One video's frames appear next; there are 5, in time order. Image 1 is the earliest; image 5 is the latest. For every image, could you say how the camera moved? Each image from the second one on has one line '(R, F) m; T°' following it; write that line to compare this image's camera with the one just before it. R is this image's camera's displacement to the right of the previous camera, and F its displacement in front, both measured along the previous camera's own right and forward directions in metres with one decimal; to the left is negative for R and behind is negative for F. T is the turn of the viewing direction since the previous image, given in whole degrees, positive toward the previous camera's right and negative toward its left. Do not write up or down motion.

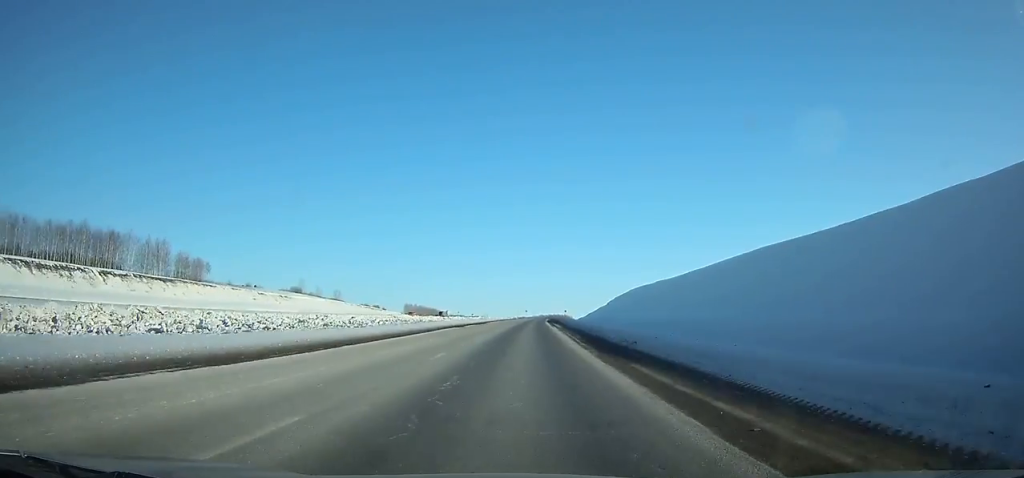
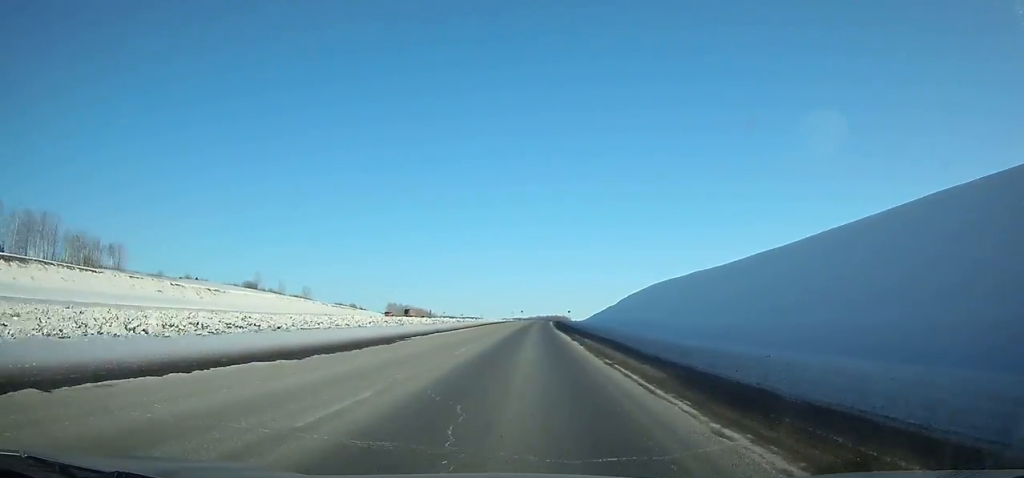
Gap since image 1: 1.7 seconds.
(0.0, +48.3) m; 0°
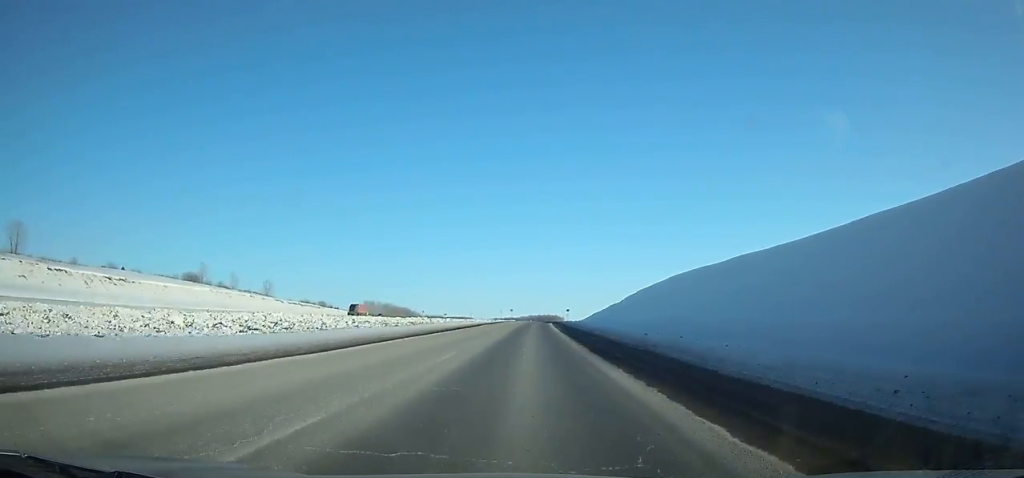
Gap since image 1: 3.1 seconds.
(+0.2, +39.4) m; 0°
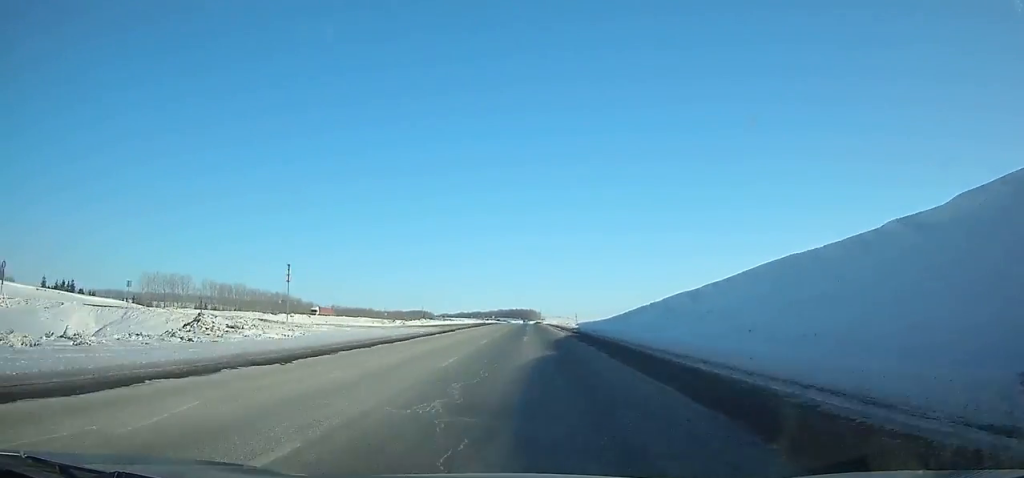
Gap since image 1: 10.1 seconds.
(+4.9, +188.0) m; +3°
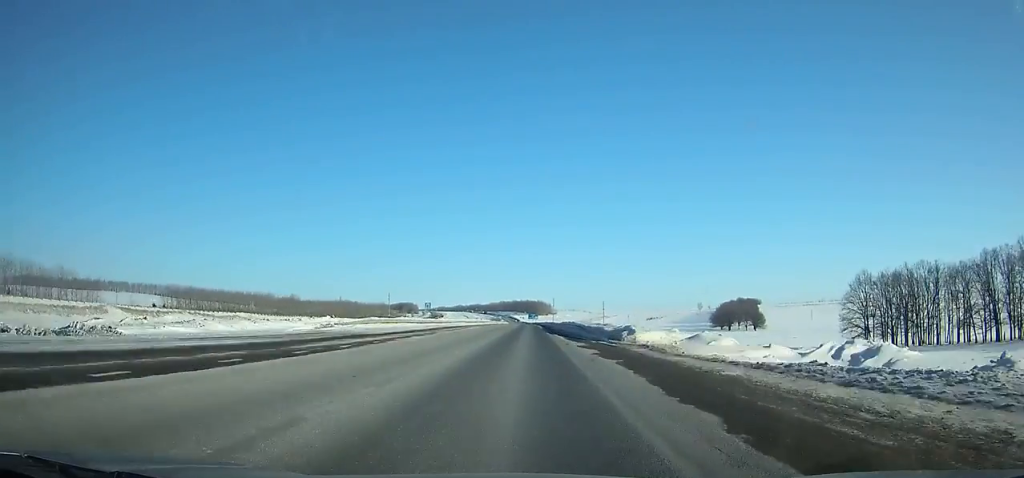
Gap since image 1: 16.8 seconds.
(-0.1, +174.9) m; -1°
